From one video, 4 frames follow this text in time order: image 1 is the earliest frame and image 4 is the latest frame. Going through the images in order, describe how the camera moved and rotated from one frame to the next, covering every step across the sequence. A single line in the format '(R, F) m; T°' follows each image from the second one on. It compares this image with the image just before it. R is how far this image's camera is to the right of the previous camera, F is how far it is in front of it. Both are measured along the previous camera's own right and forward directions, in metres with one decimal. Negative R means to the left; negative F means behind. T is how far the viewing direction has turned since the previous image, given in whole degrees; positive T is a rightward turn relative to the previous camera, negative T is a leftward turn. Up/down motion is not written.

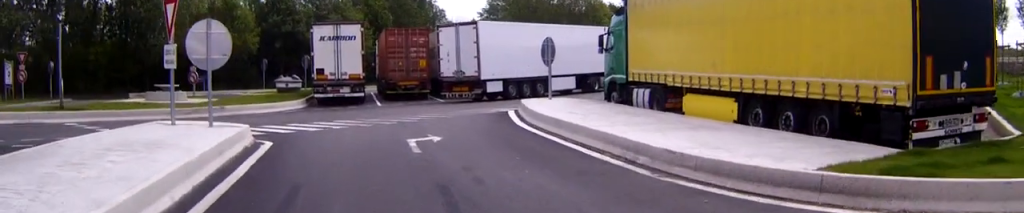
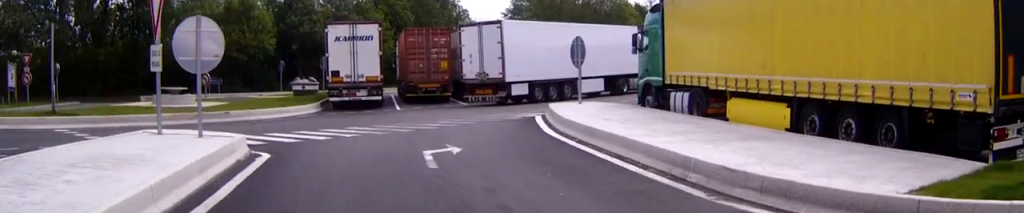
(0.0, +2.0) m; -1°
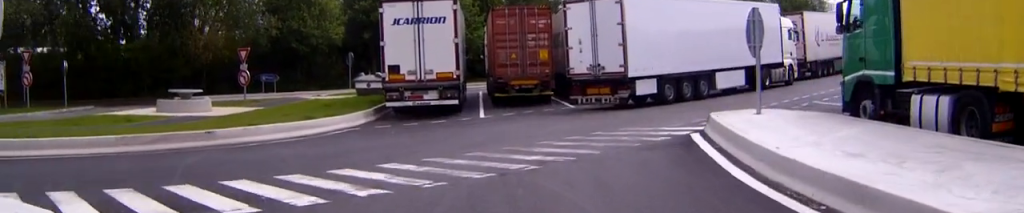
(-1.0, +9.6) m; -8°
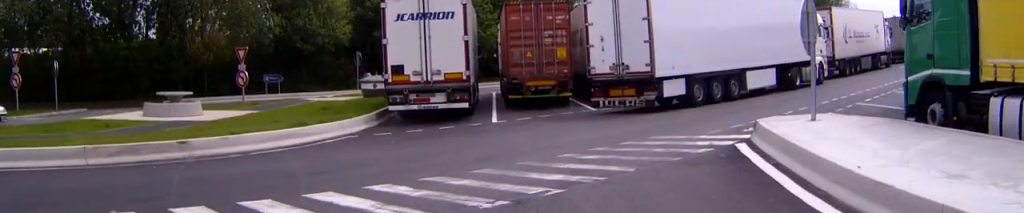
(0.0, +2.6) m; +2°
